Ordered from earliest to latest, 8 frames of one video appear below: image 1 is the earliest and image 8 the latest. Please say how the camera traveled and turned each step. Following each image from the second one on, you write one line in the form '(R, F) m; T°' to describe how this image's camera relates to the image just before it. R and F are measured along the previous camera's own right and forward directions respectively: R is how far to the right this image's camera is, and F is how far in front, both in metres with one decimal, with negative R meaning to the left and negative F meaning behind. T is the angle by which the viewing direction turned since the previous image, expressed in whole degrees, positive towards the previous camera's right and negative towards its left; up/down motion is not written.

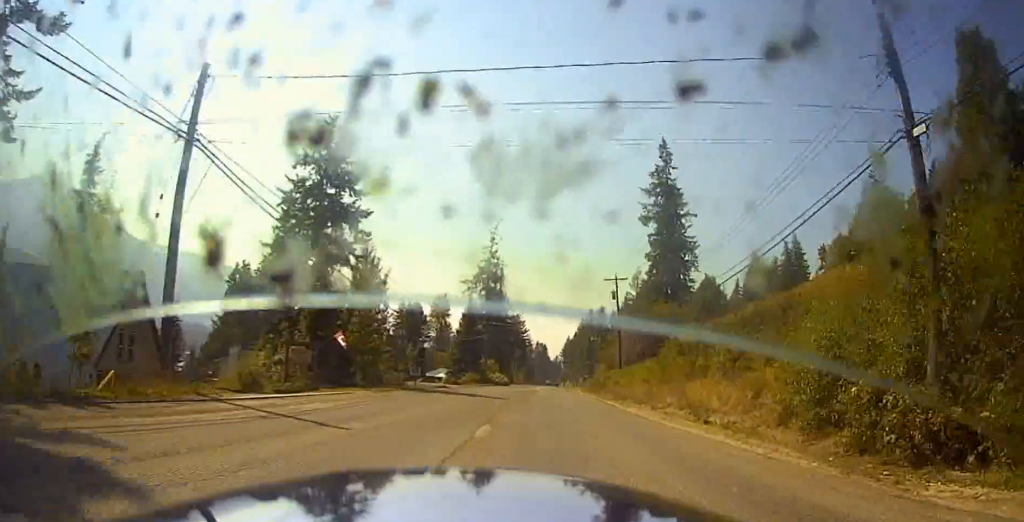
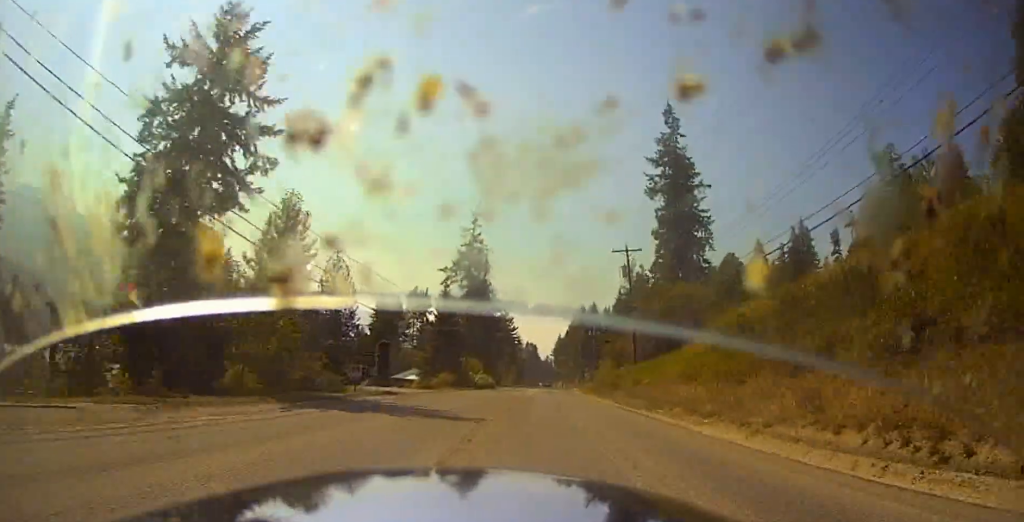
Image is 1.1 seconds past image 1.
(+0.1, +16.0) m; -1°
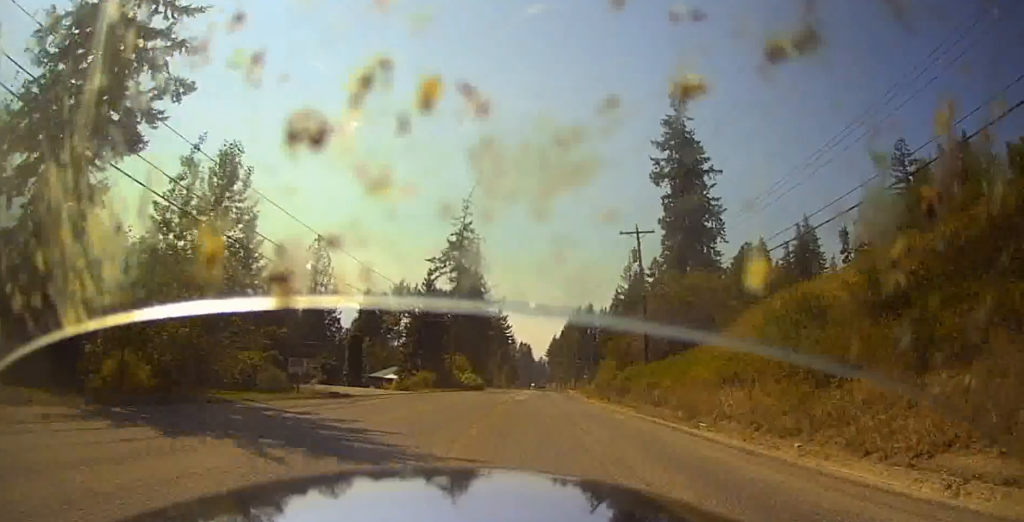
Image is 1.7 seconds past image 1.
(-0.2, +7.9) m; -2°
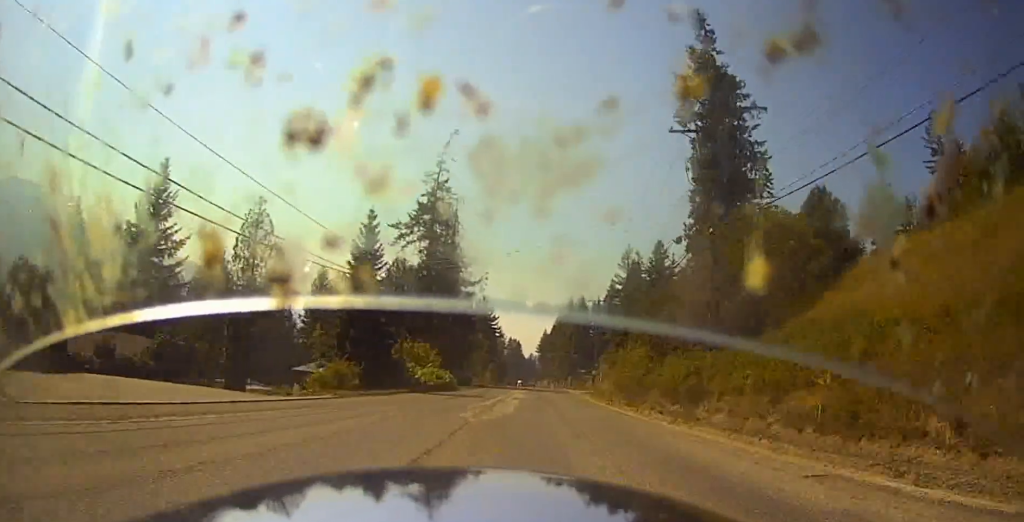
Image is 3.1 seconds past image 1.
(-0.7, +20.0) m; 0°
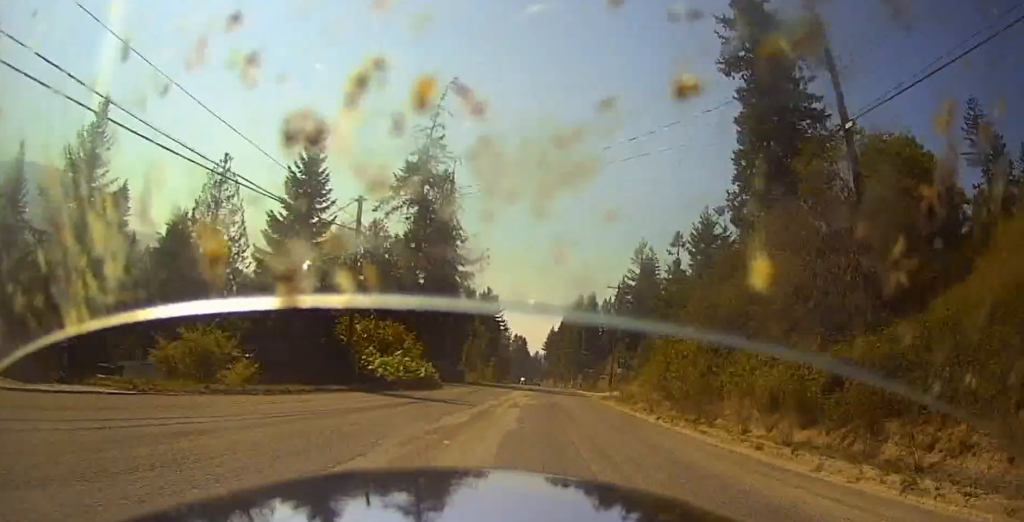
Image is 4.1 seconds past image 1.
(+0.4, +12.2) m; +2°
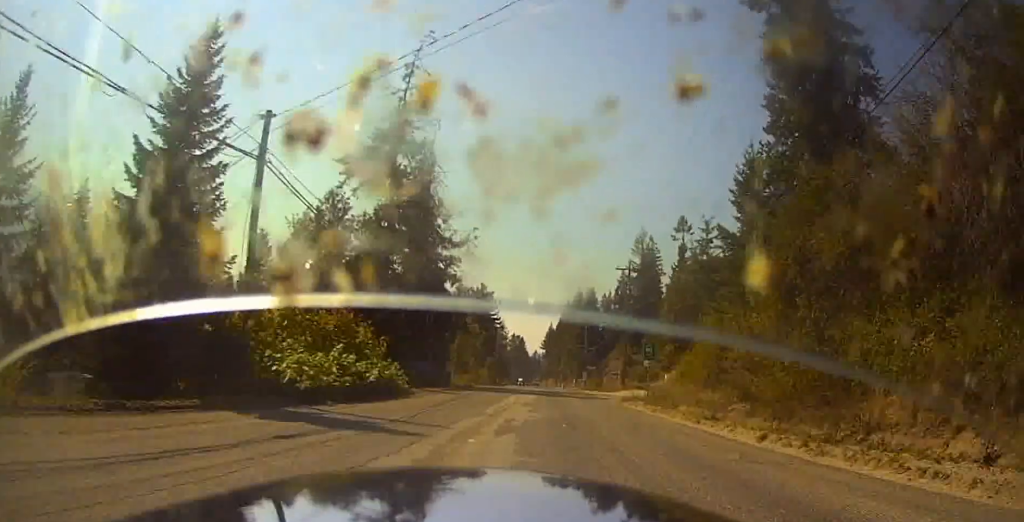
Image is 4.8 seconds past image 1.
(+0.1, +9.7) m; +1°
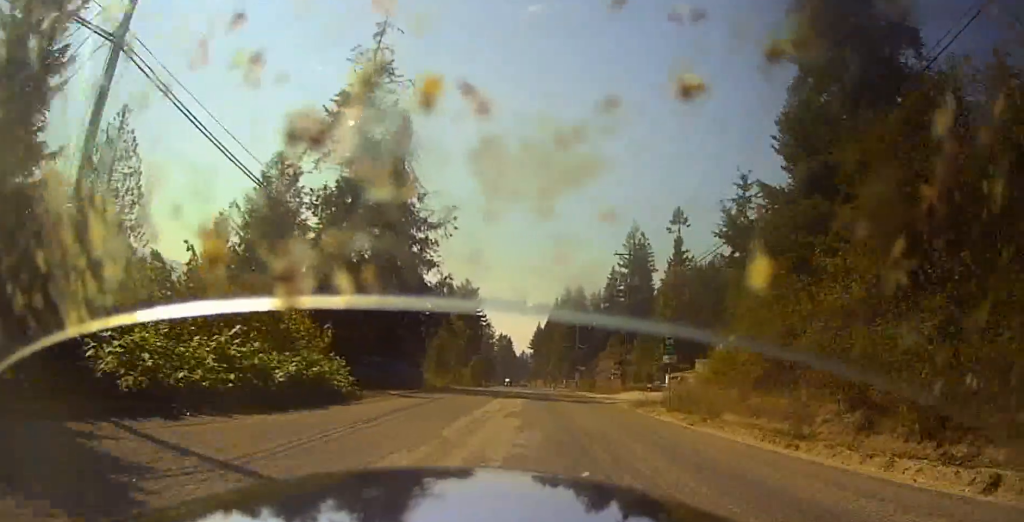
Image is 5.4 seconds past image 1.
(0.0, +7.1) m; 0°
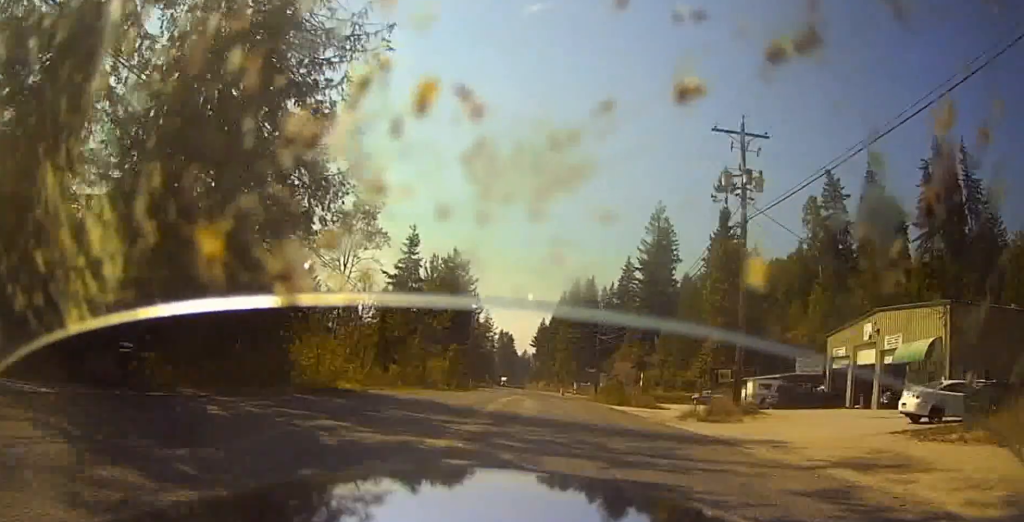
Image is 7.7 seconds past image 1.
(-1.2, +28.5) m; -1°
